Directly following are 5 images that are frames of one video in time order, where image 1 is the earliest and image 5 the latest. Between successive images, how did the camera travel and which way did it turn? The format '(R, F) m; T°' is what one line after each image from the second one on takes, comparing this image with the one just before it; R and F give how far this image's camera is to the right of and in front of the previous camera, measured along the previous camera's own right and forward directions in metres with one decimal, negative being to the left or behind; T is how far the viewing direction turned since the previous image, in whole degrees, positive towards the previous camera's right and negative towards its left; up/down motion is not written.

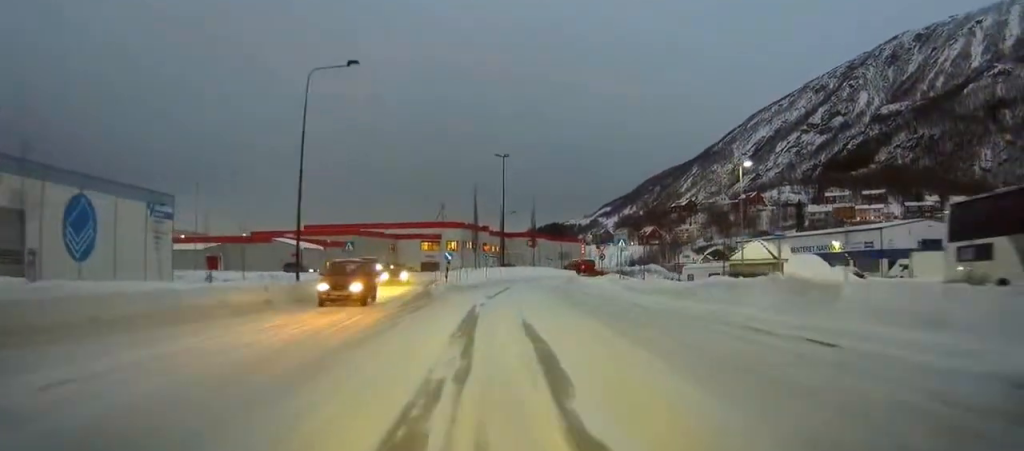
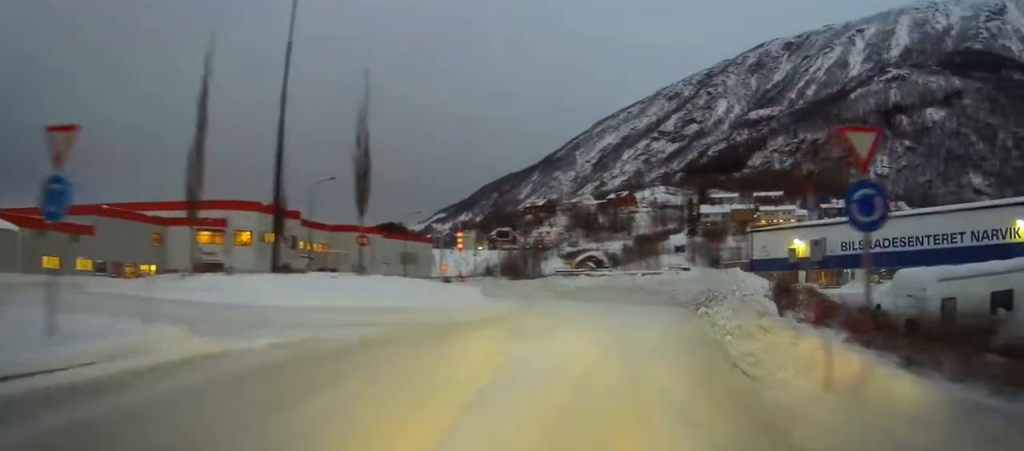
(+2.9, +50.7) m; +13°
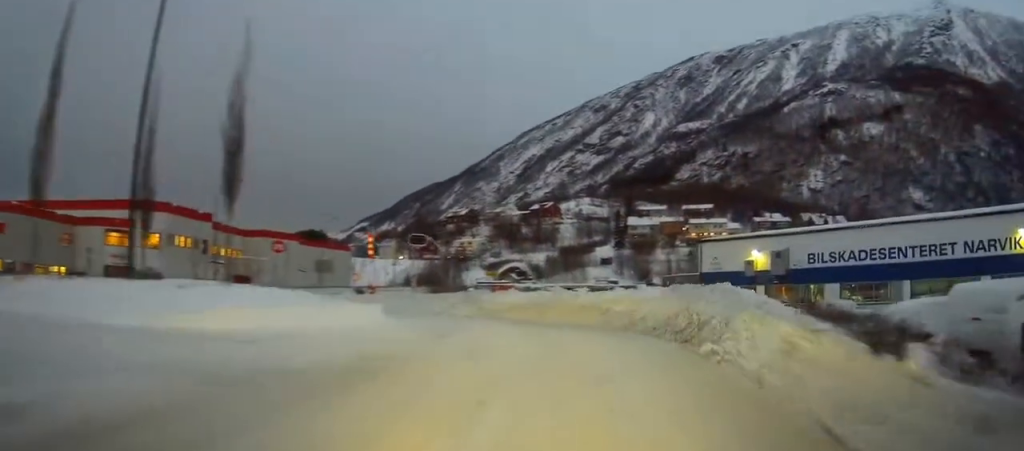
(+0.4, +6.0) m; +5°
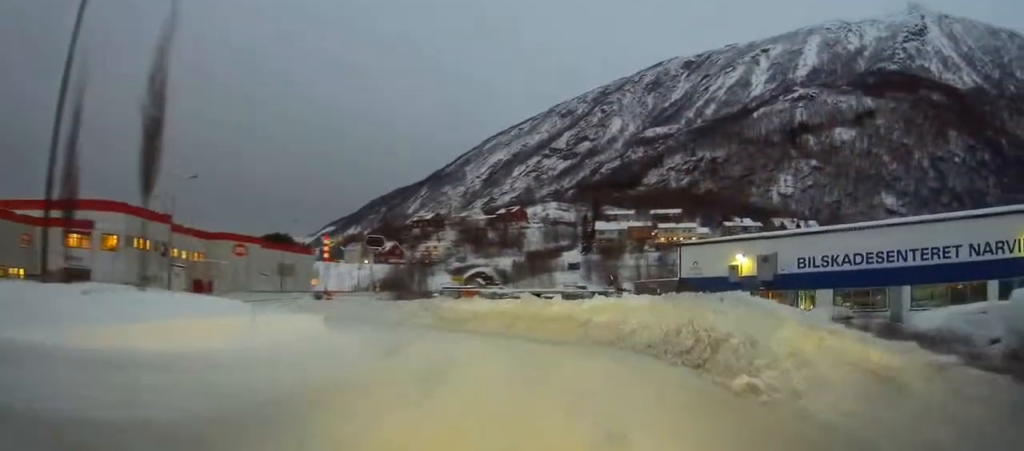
(+0.1, +3.3) m; +2°
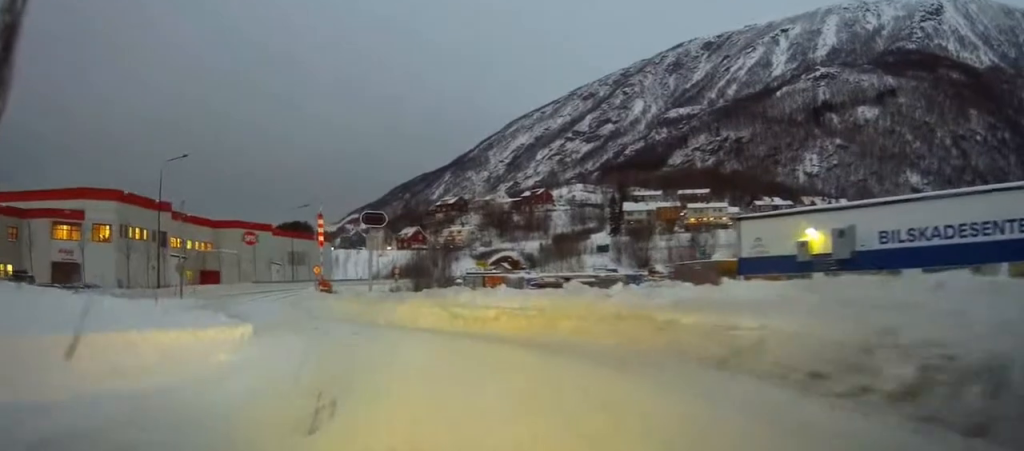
(+0.2, +7.0) m; -1°
